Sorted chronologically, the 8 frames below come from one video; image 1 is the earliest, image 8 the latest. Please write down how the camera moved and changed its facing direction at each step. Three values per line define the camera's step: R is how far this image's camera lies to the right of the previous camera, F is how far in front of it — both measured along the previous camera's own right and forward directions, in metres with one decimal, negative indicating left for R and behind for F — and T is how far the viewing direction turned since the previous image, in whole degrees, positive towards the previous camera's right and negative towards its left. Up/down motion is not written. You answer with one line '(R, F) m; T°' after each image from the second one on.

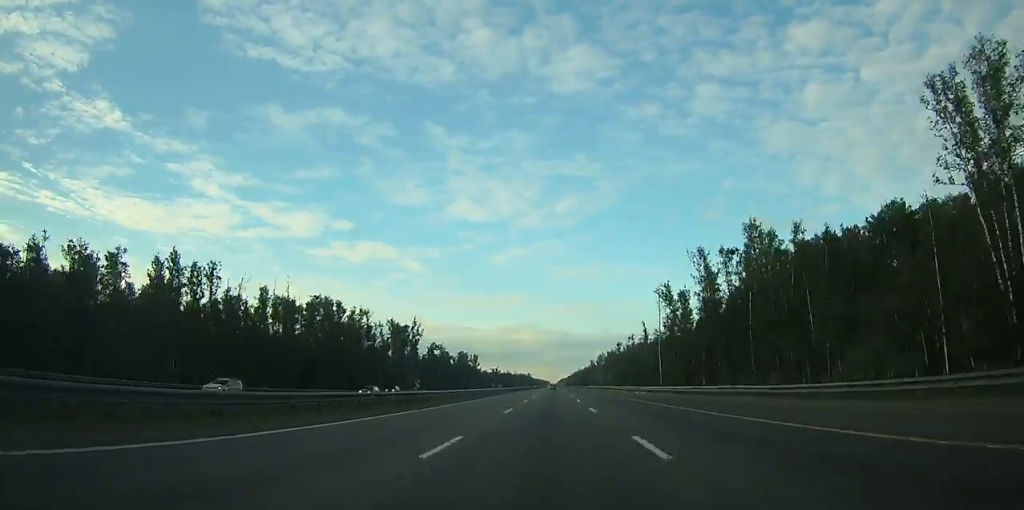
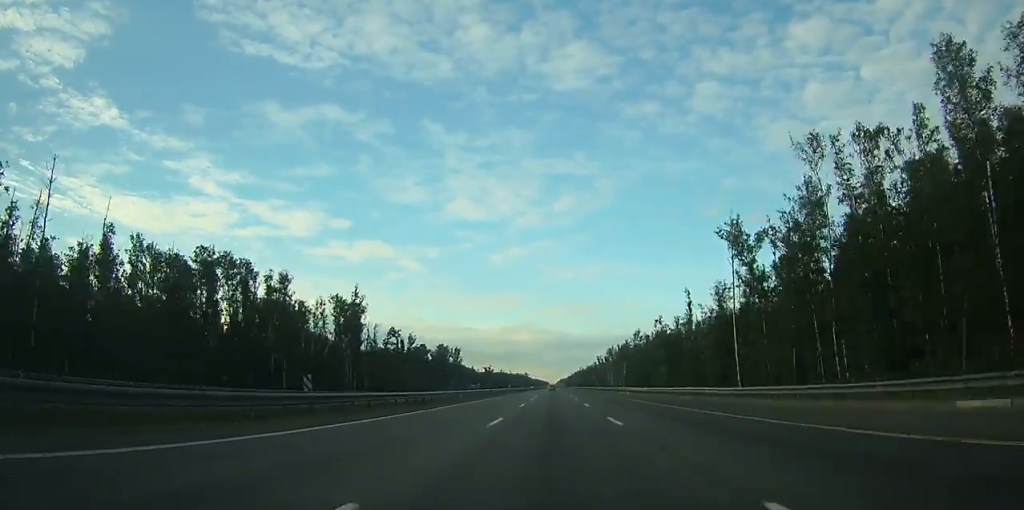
(0.0, +49.7) m; 0°
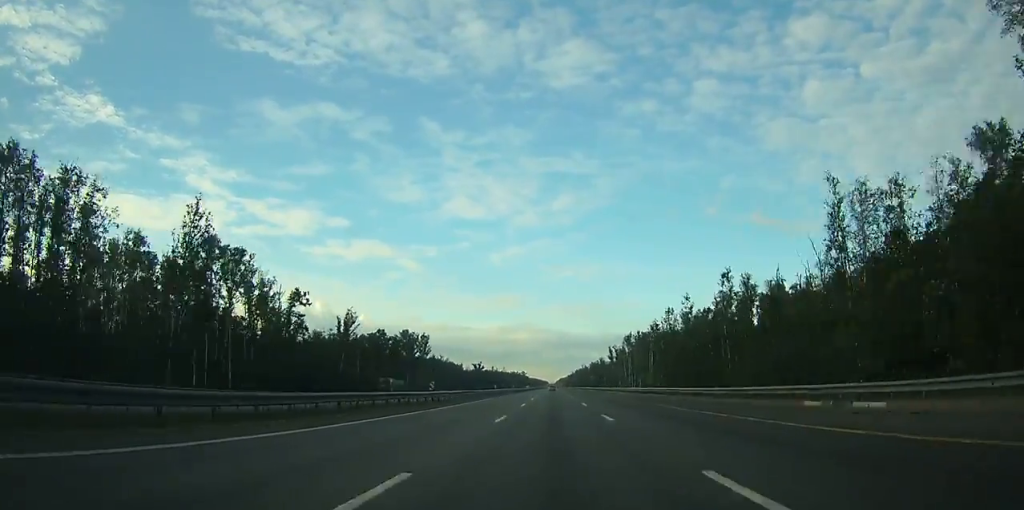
(+0.2, +59.0) m; 0°
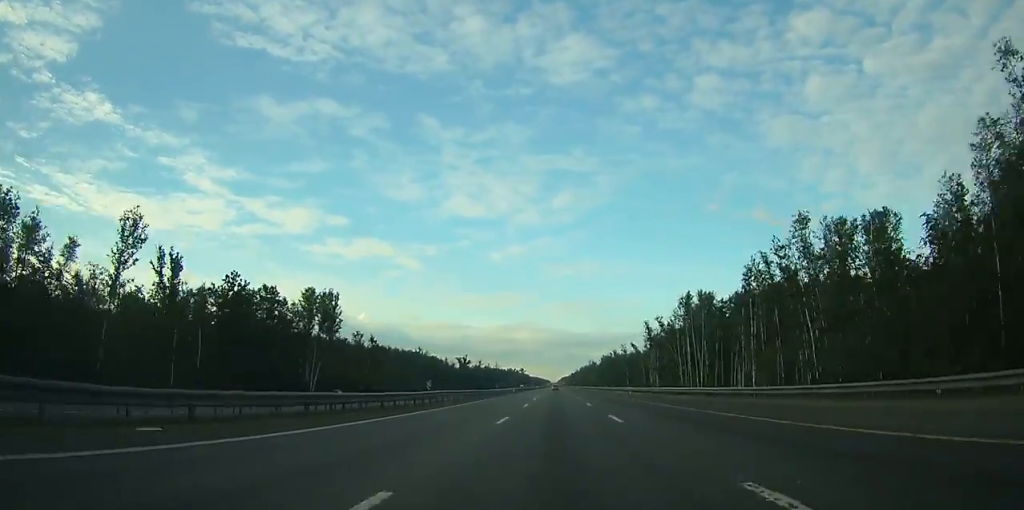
(+0.1, +80.9) m; 0°
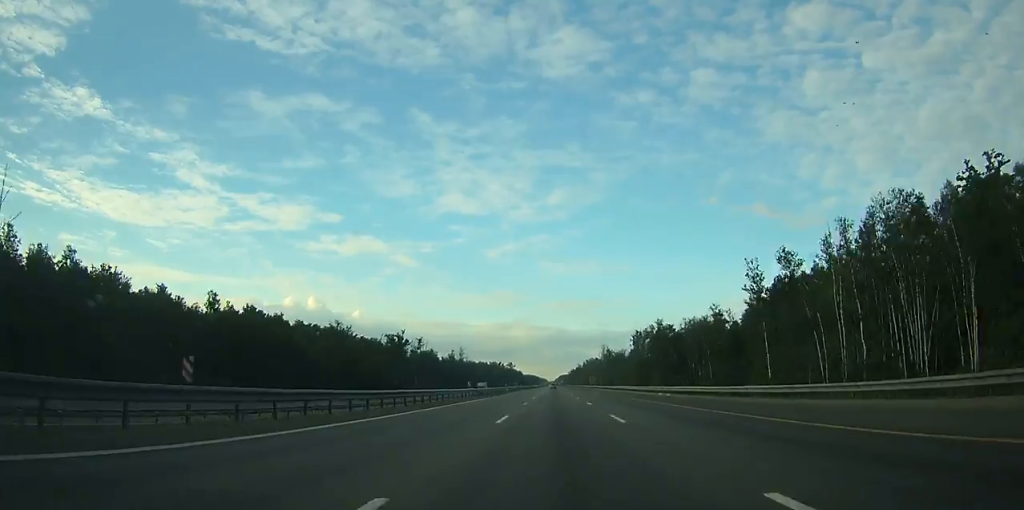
(+0.1, +145.0) m; 0°
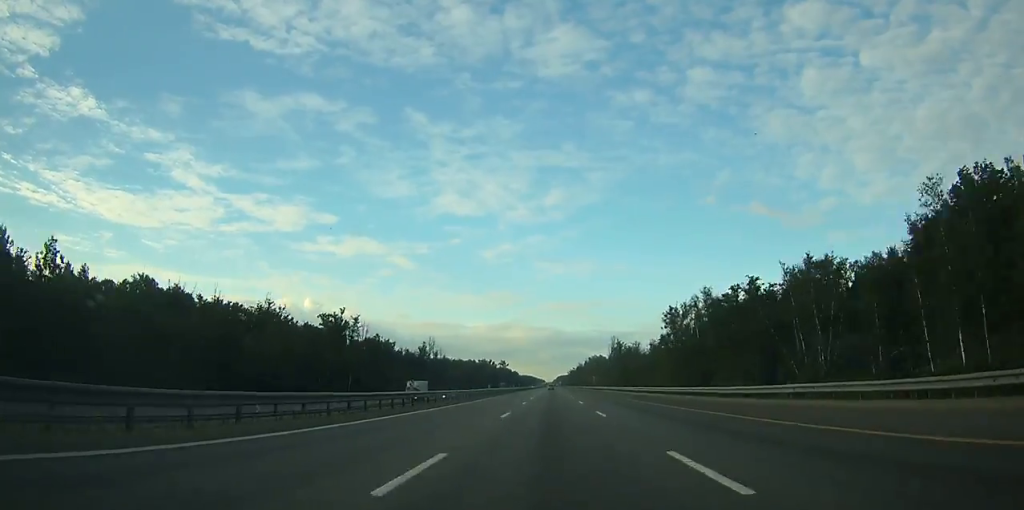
(-0.1, +60.4) m; 0°
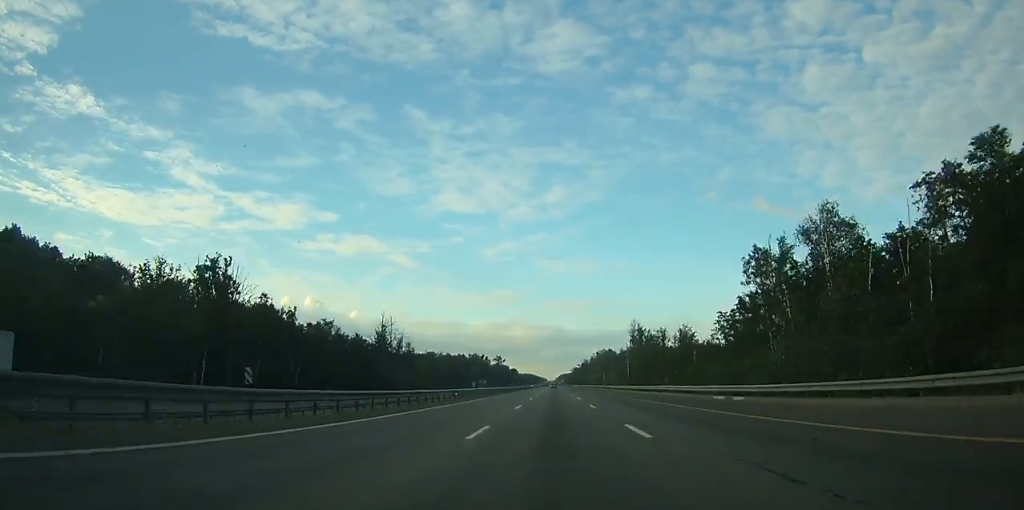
(0.0, +56.6) m; 0°
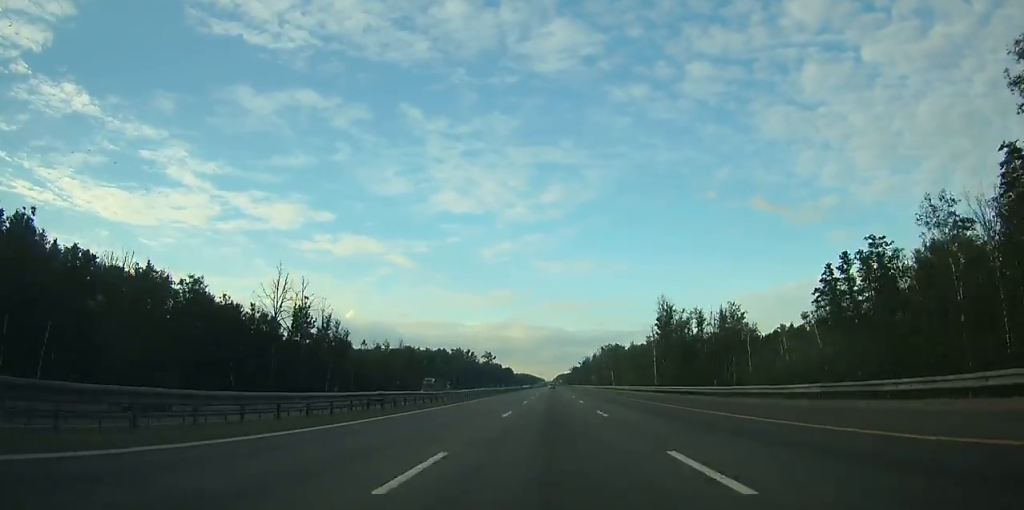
(0.0, +52.2) m; 0°
